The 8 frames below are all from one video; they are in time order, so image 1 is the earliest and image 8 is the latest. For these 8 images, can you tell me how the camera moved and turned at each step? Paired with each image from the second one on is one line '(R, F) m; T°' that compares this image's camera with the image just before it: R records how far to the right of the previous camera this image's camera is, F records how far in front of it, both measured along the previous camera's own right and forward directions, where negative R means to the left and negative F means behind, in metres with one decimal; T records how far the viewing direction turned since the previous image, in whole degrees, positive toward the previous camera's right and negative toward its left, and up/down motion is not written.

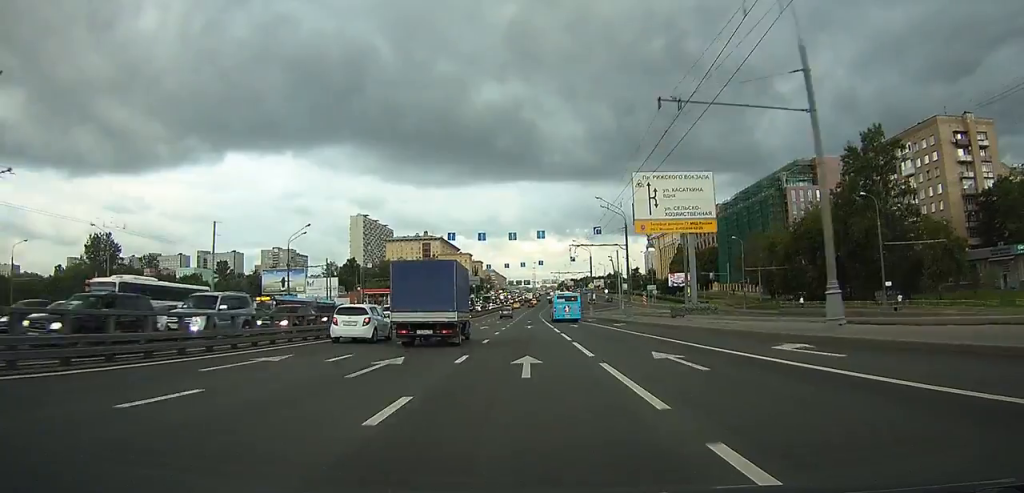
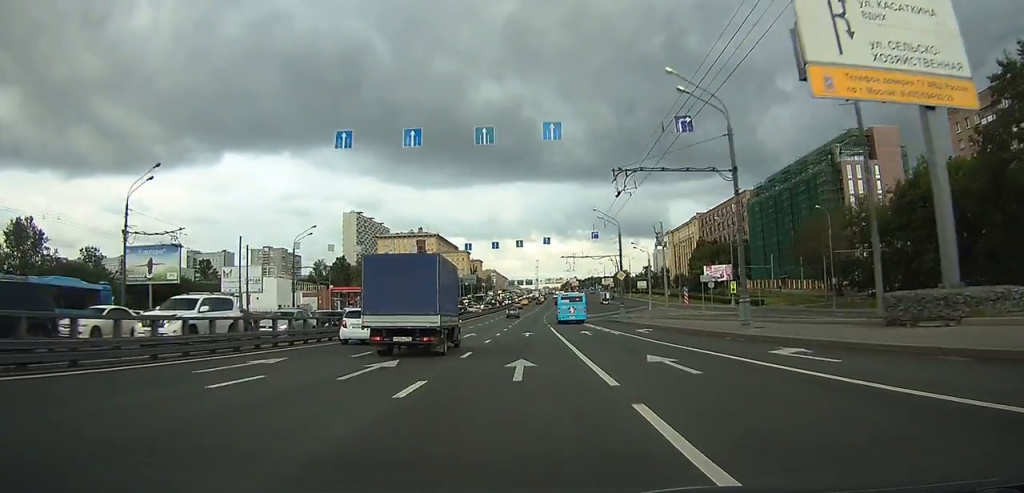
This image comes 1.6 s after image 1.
(-0.1, +29.9) m; -1°
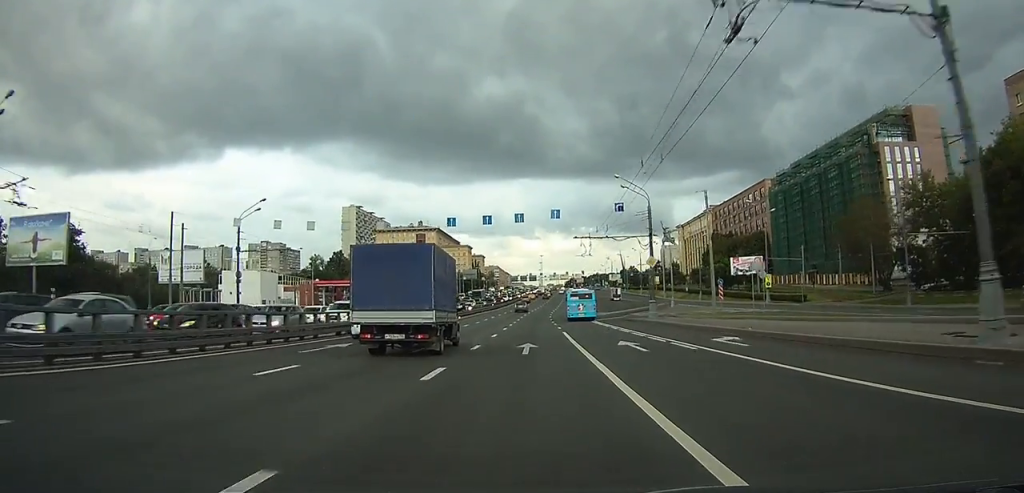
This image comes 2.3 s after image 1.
(-0.1, +14.6) m; 0°
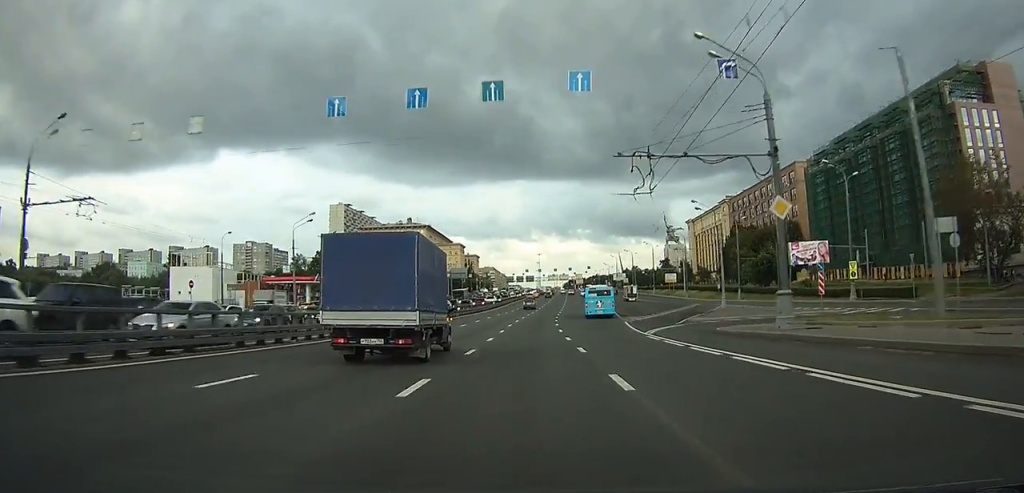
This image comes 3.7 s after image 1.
(+0.2, +26.5) m; +1°
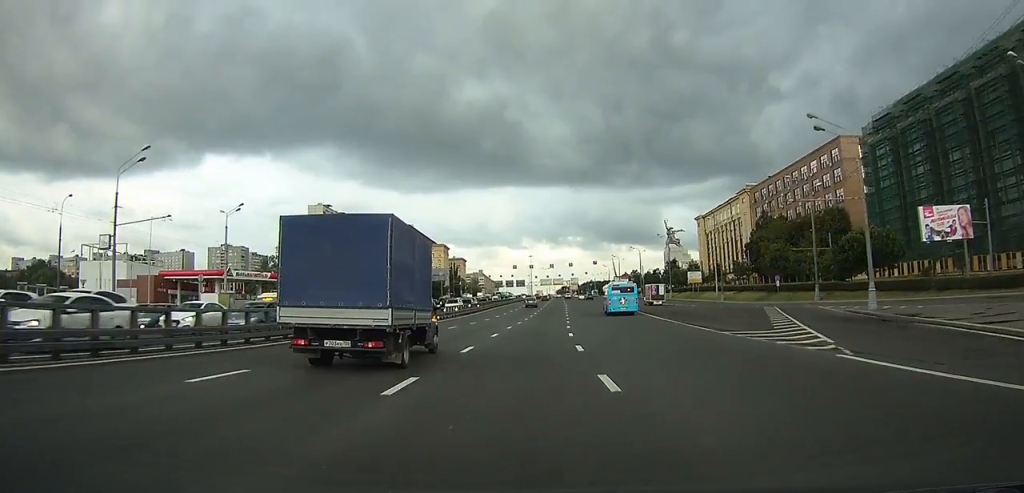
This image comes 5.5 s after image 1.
(+0.4, +32.3) m; +2°
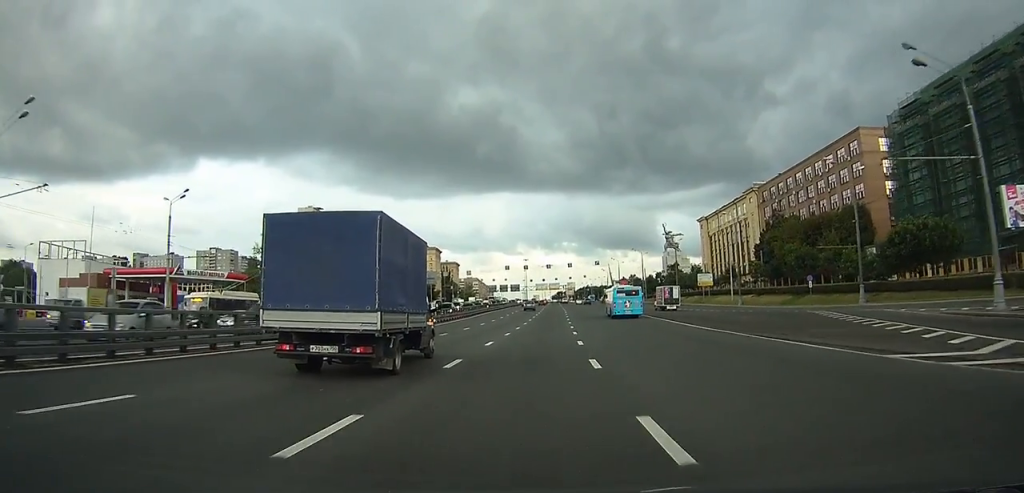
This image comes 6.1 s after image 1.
(+0.1, +11.7) m; +1°
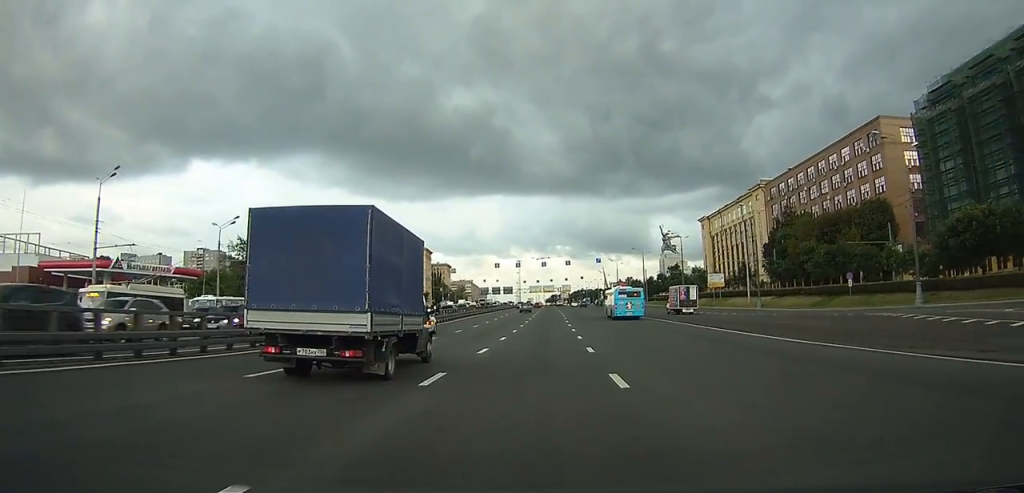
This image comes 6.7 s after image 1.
(0.0, +11.0) m; +1°
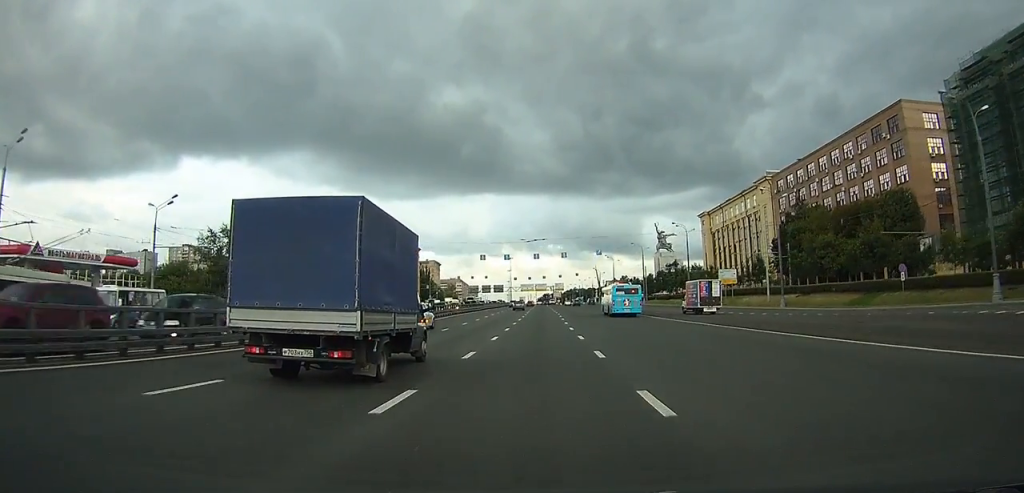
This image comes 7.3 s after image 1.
(0.0, +10.9) m; +1°
